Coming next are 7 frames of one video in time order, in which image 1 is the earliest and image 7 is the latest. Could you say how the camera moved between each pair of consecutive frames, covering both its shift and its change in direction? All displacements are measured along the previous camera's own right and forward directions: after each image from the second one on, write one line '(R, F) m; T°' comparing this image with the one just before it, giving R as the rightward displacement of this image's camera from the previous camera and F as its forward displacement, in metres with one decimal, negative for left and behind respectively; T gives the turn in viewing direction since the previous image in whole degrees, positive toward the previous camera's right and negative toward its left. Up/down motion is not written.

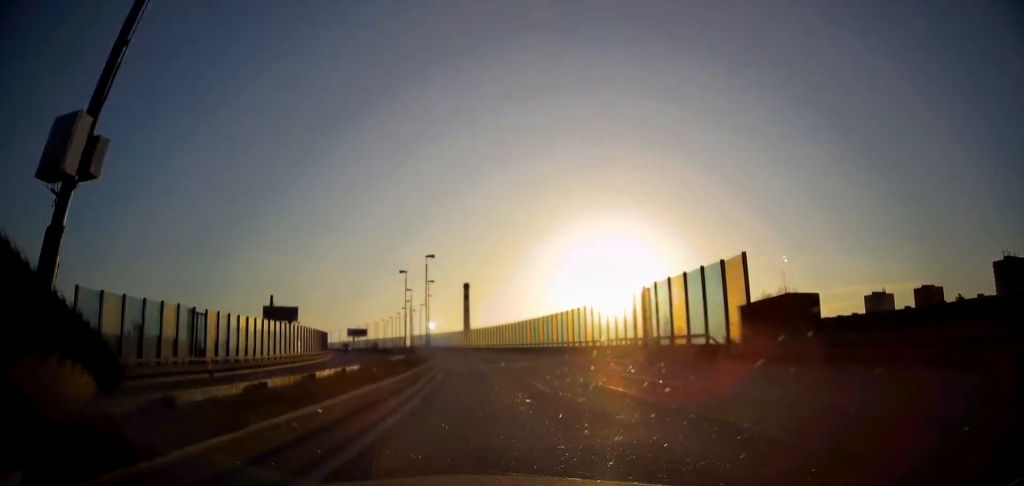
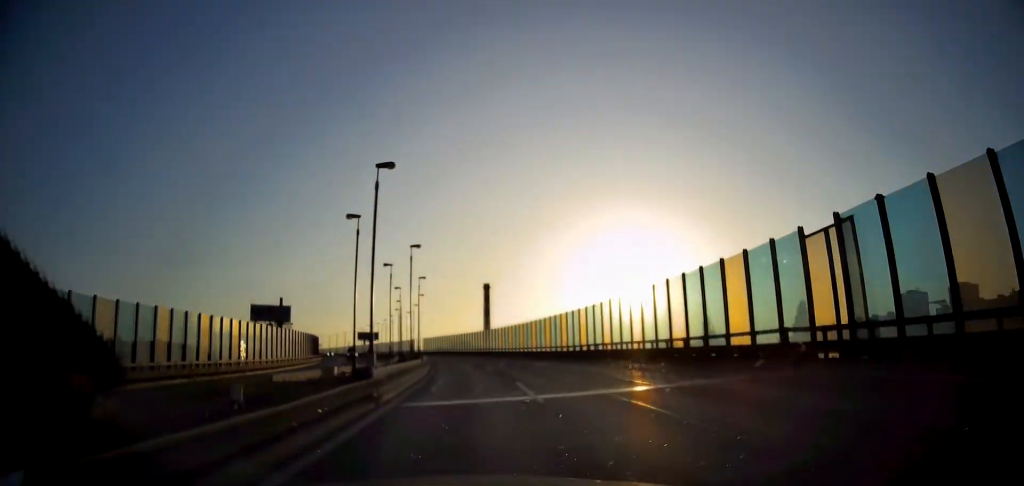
(-0.1, +19.2) m; -2°
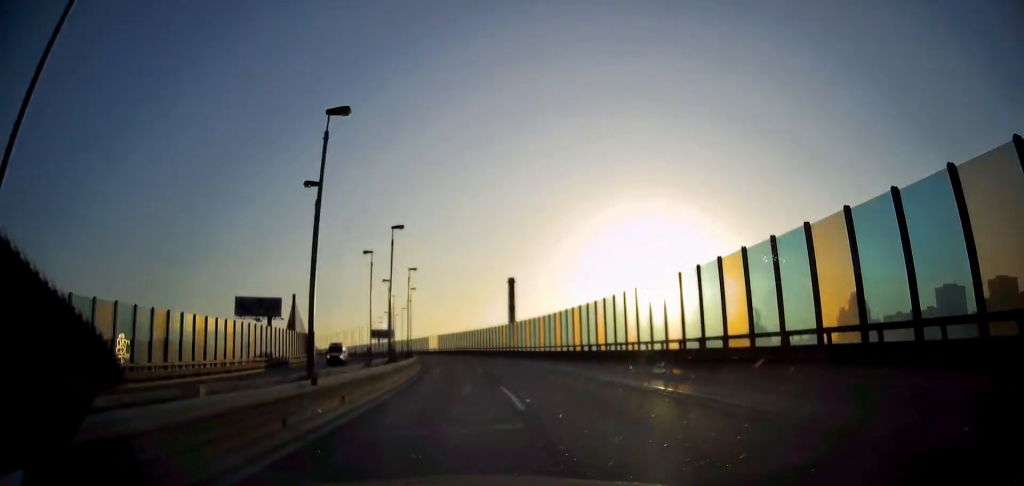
(-0.5, +19.0) m; -3°
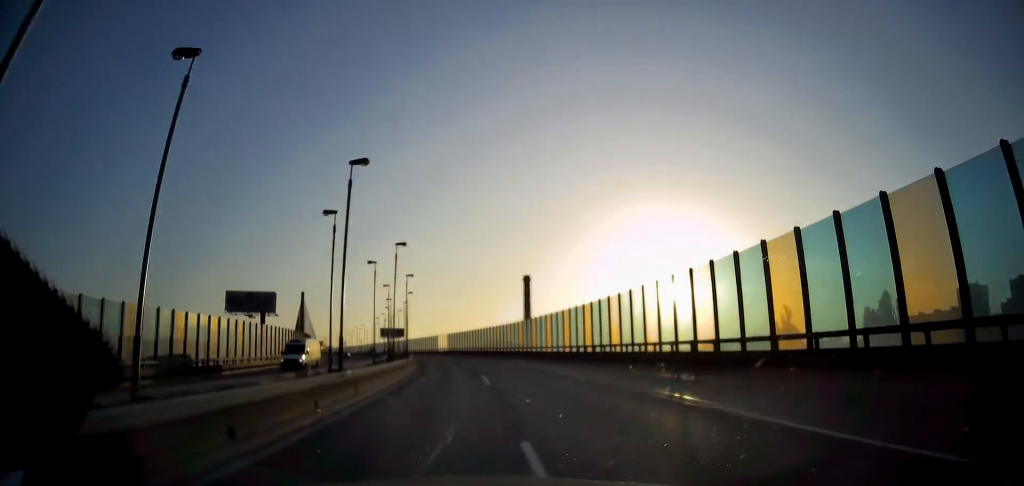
(-0.2, +9.8) m; -1°
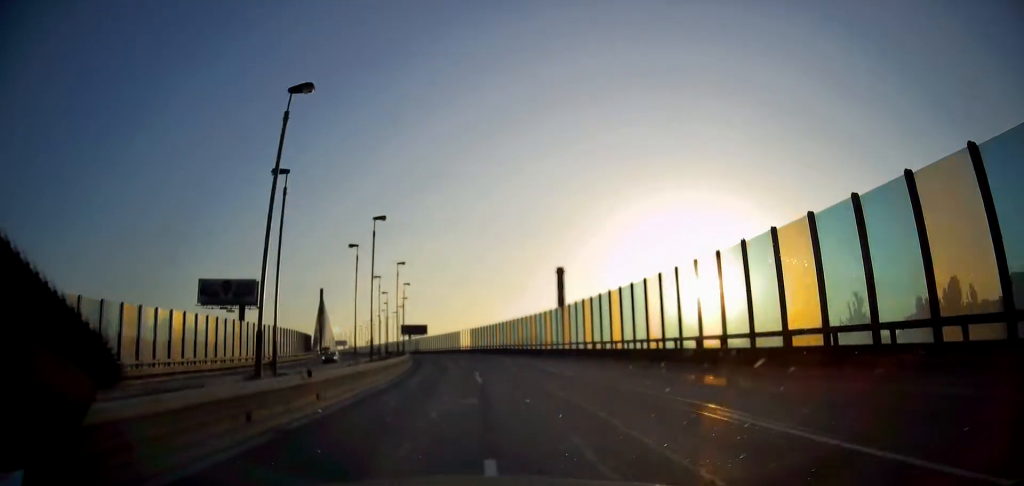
(-0.3, +19.4) m; -2°
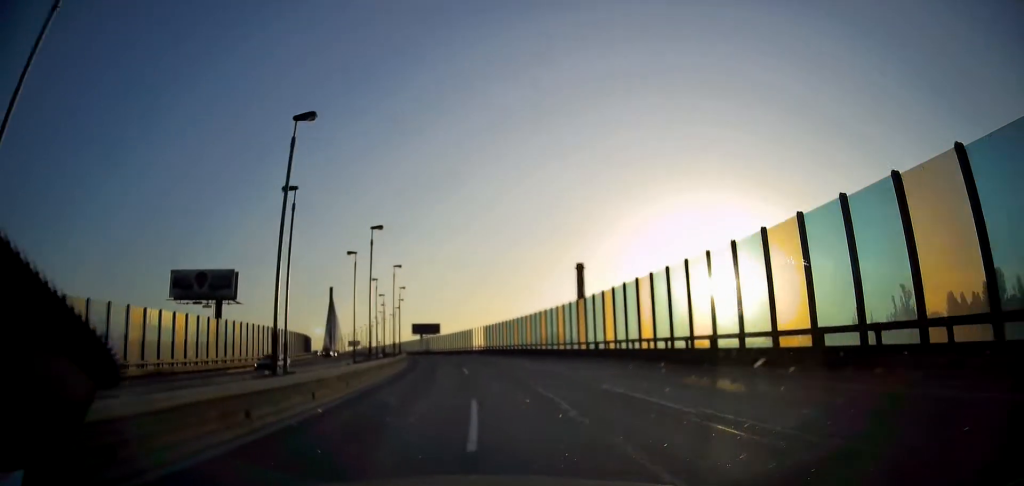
(-0.1, +11.9) m; -2°
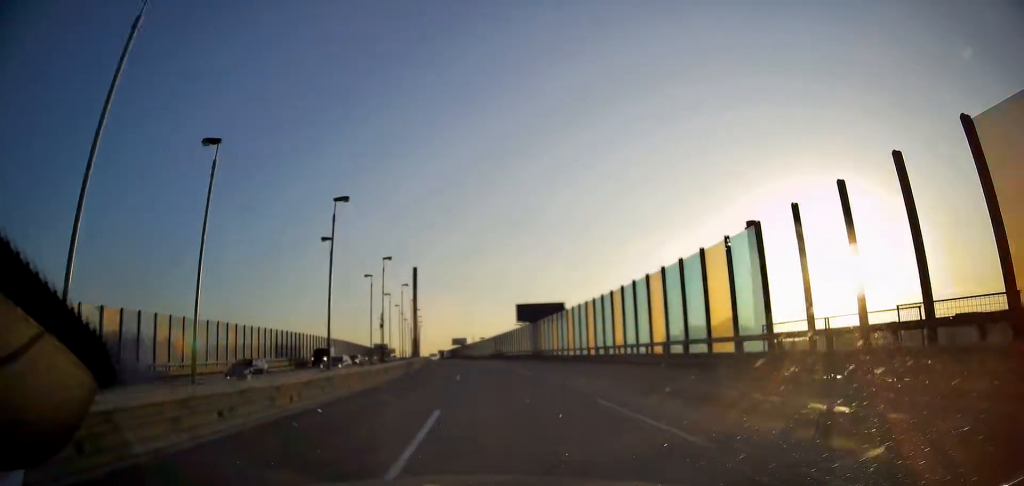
(-7.7, +72.9) m; -14°
